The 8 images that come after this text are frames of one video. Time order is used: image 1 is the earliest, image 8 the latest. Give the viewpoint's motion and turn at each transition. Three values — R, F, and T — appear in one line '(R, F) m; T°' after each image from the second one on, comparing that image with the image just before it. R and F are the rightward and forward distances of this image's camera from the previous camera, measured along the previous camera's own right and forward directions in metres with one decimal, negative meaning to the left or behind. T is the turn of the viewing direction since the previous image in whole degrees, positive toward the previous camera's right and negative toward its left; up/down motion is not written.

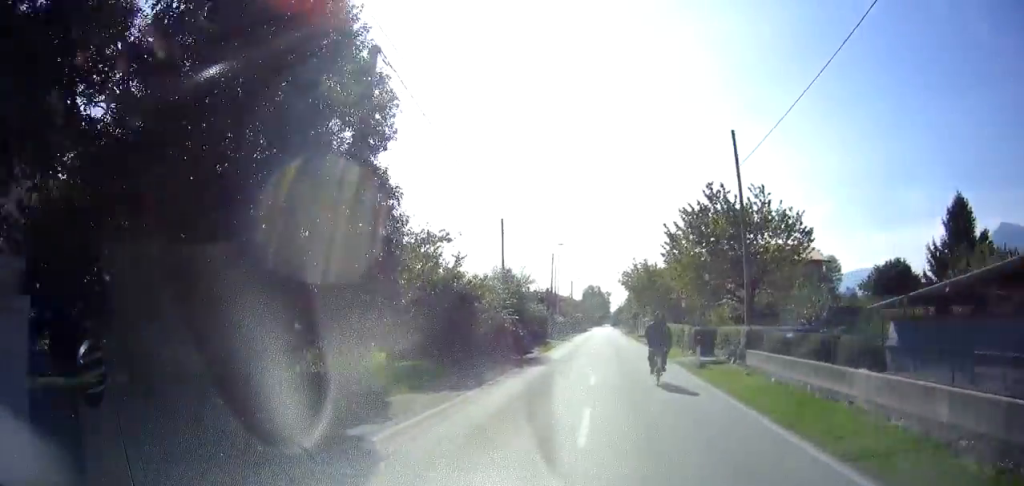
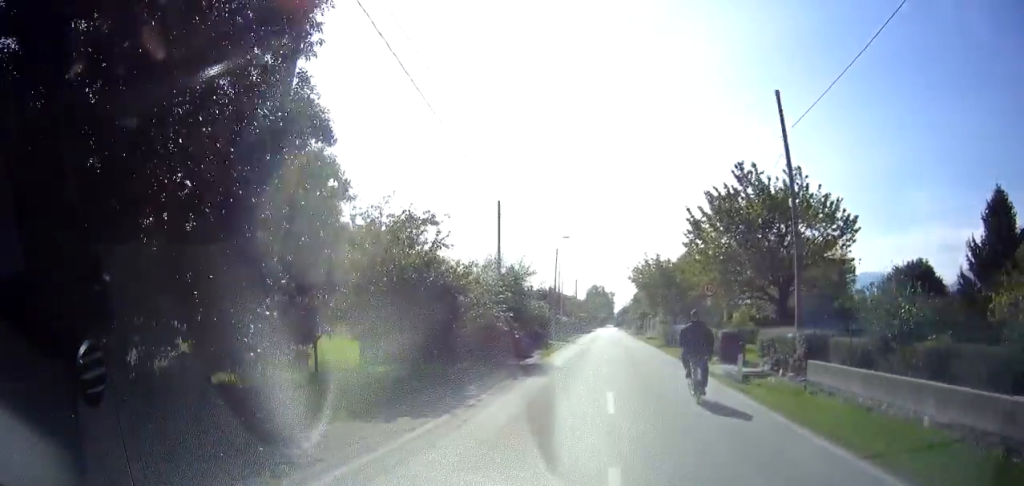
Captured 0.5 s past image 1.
(-0.1, +3.6) m; +1°
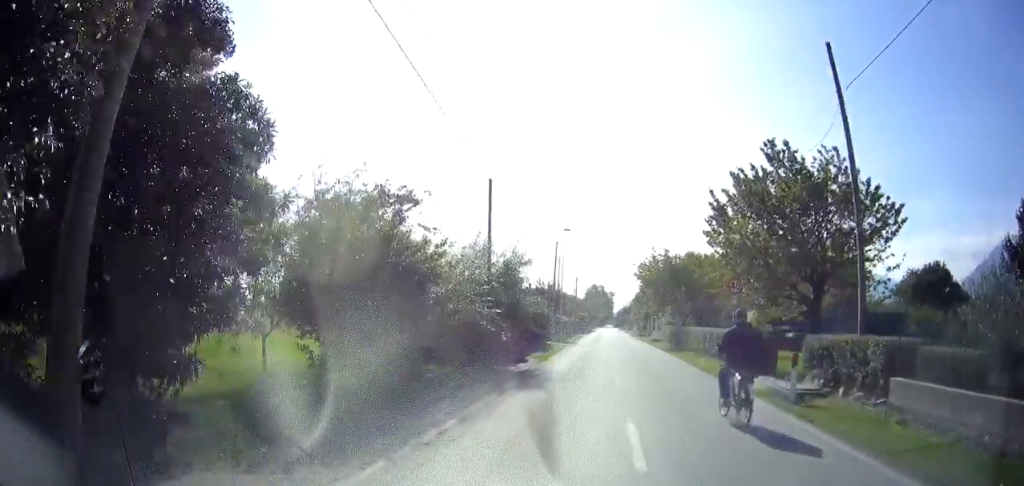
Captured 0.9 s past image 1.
(+0.1, +3.3) m; +1°
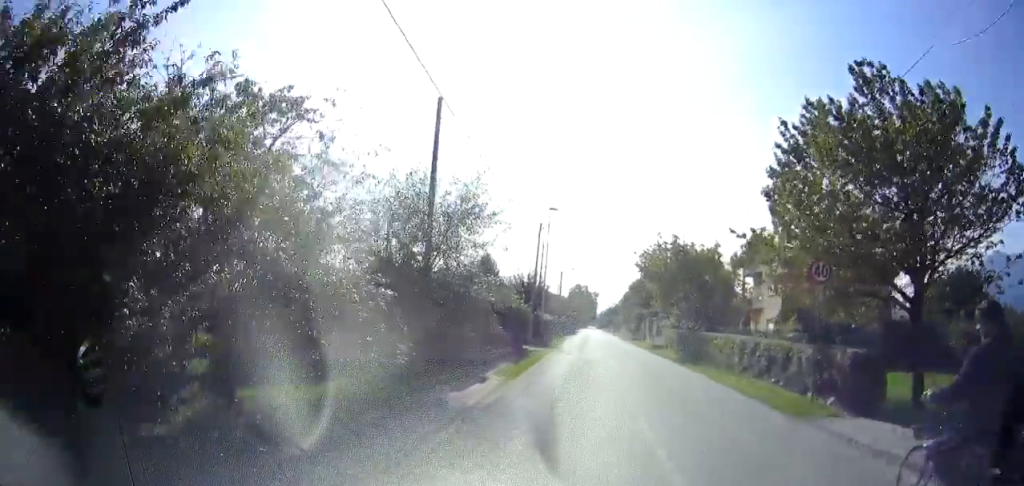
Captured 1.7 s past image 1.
(+0.2, +7.4) m; +2°
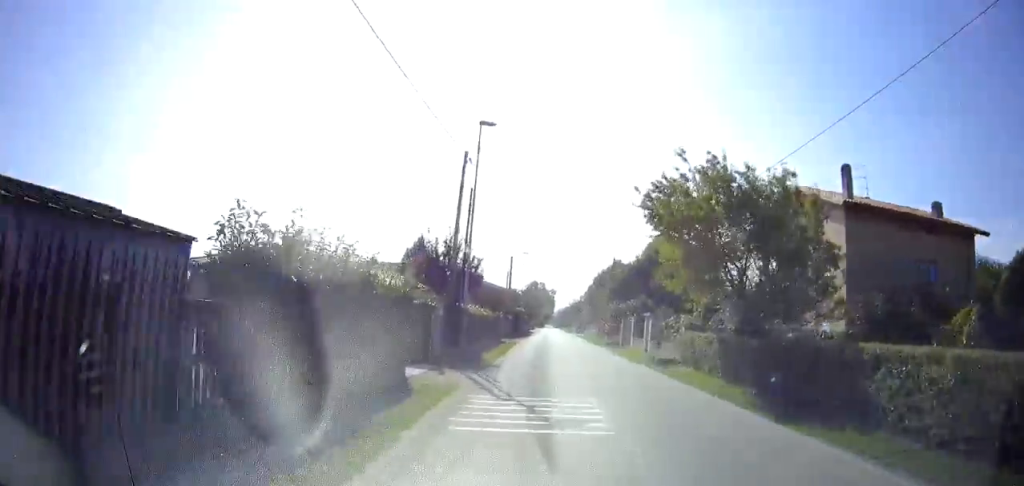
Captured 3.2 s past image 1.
(0.0, +14.2) m; +2°
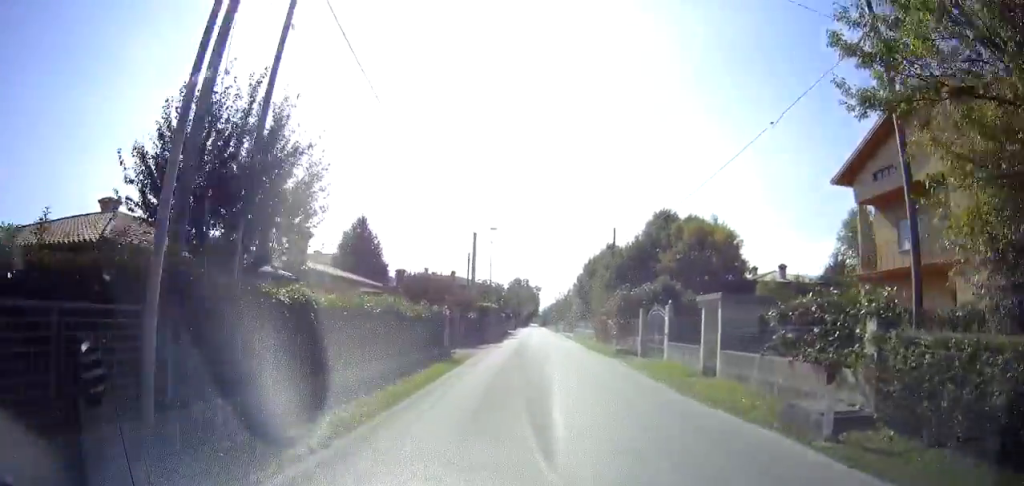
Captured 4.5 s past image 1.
(+0.5, +13.3) m; +2°
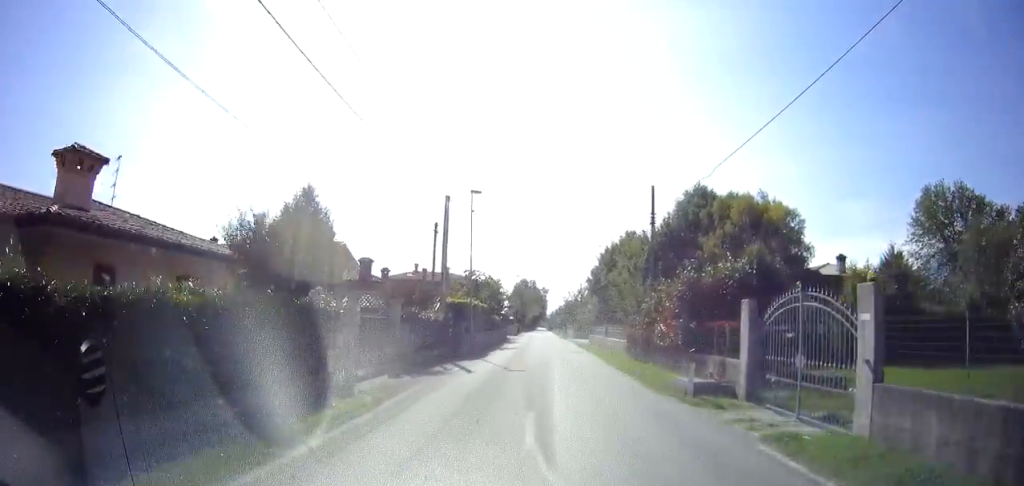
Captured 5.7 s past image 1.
(-0.3, +12.7) m; 0°
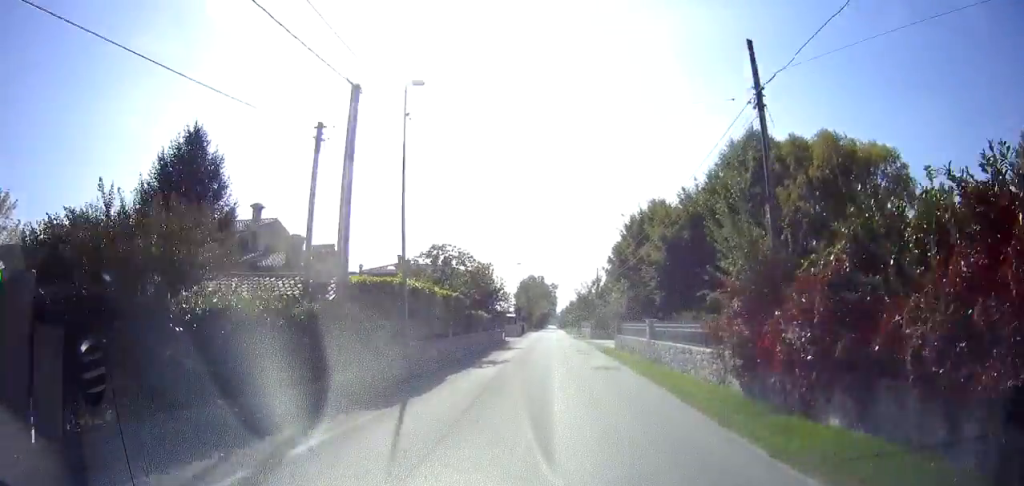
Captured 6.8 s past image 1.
(+0.3, +13.1) m; 0°
